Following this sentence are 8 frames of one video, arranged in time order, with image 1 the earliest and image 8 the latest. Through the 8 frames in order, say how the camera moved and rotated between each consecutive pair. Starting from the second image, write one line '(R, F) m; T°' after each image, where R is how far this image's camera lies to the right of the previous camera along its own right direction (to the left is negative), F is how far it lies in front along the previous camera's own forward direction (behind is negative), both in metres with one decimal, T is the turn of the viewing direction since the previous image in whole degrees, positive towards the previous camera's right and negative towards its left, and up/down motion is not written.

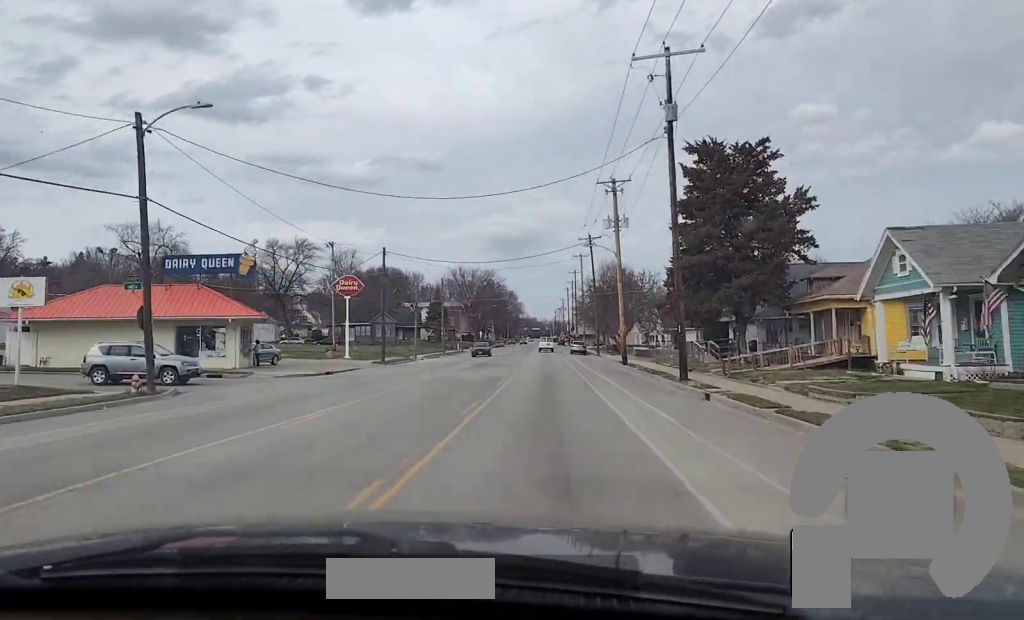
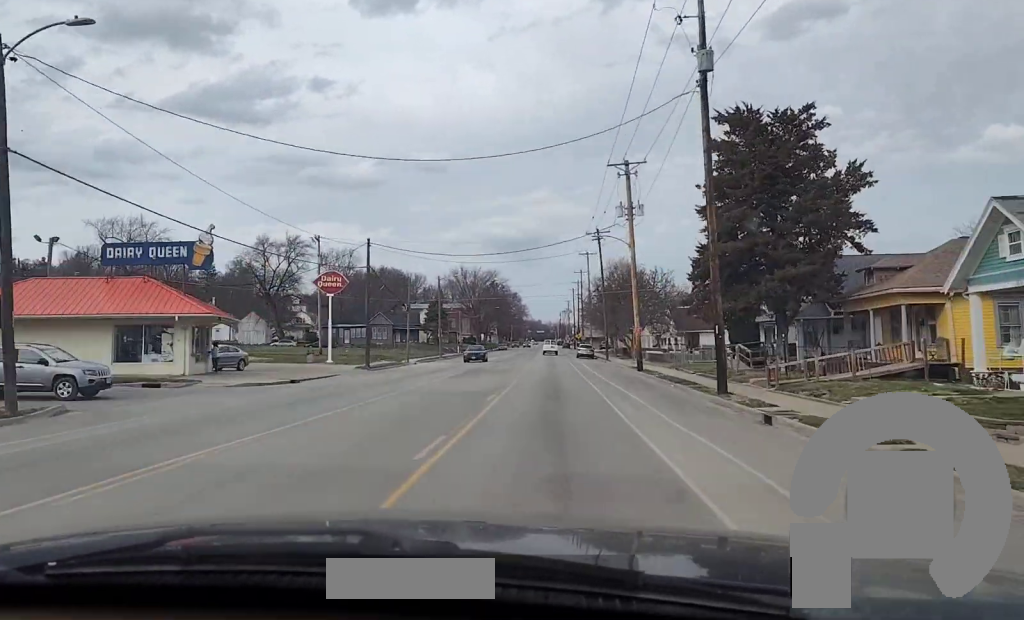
(0.0, +7.2) m; 0°
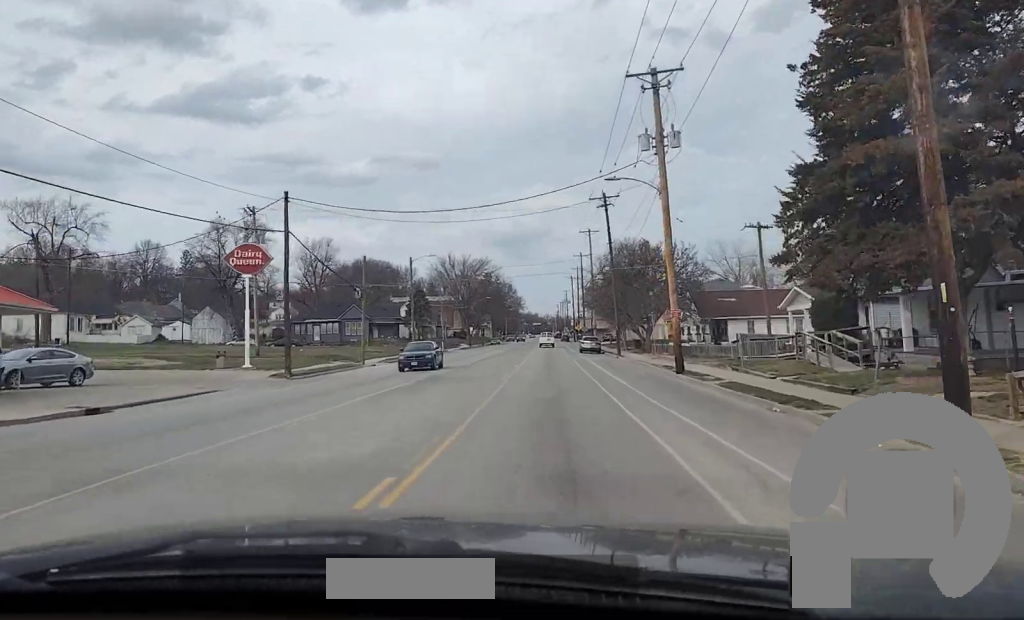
(-0.1, +17.3) m; 0°
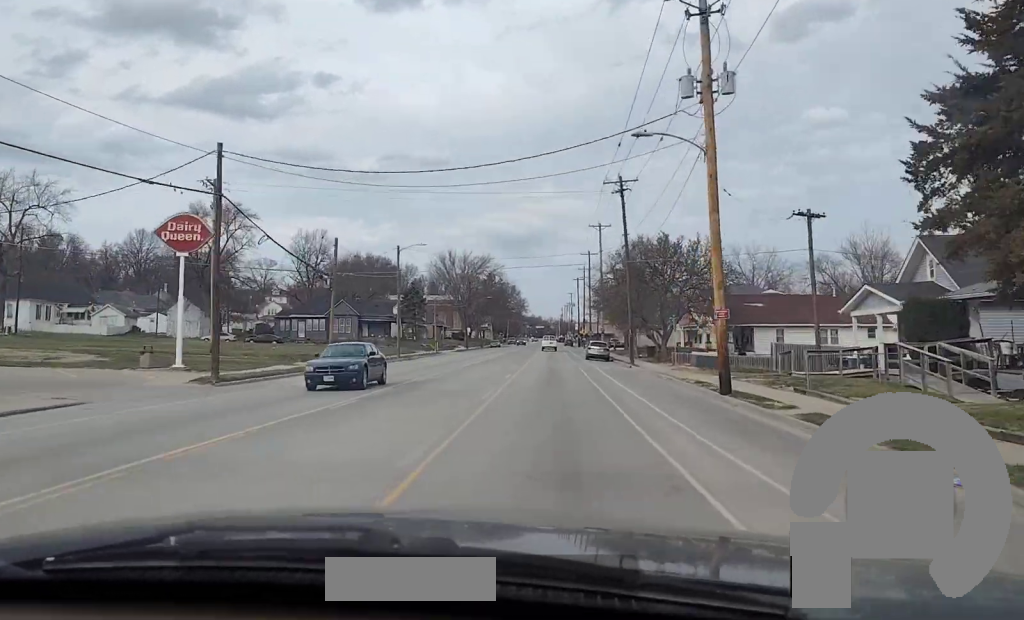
(0.0, +8.4) m; 0°
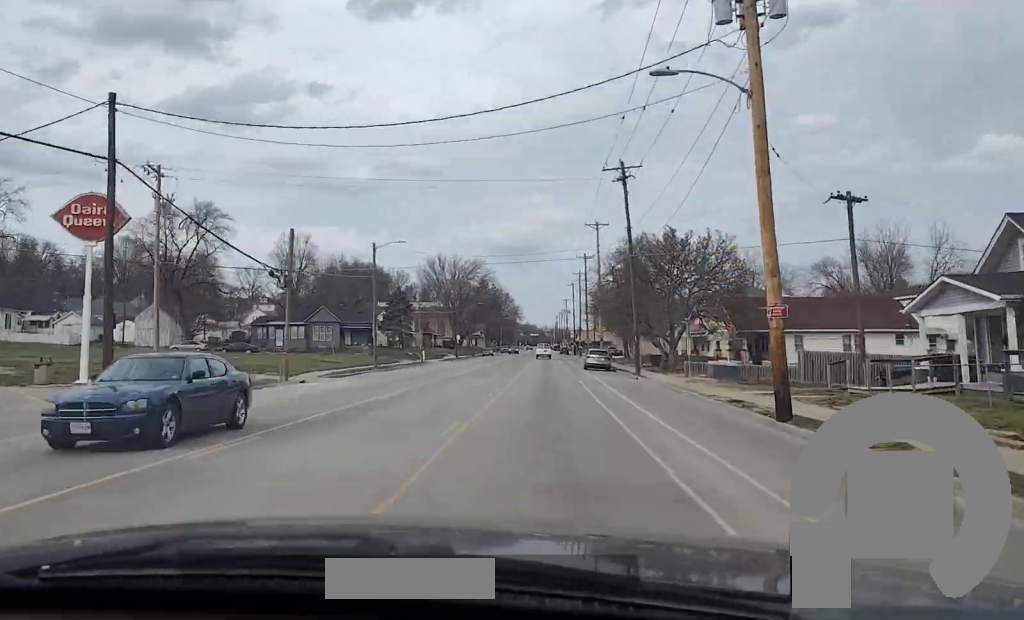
(0.0, +7.3) m; 0°
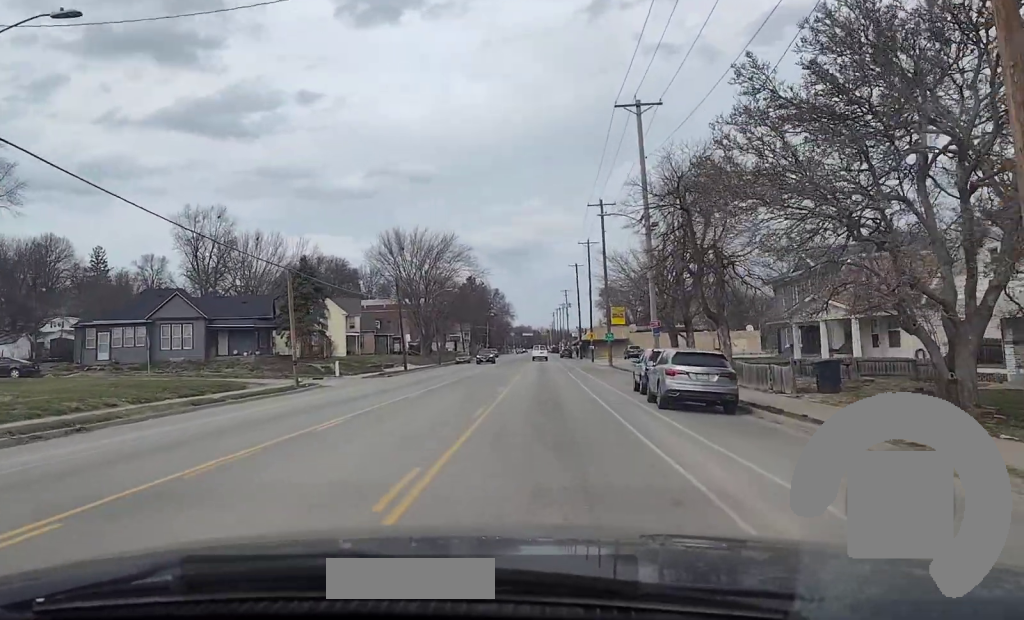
(0.0, +43.2) m; 0°
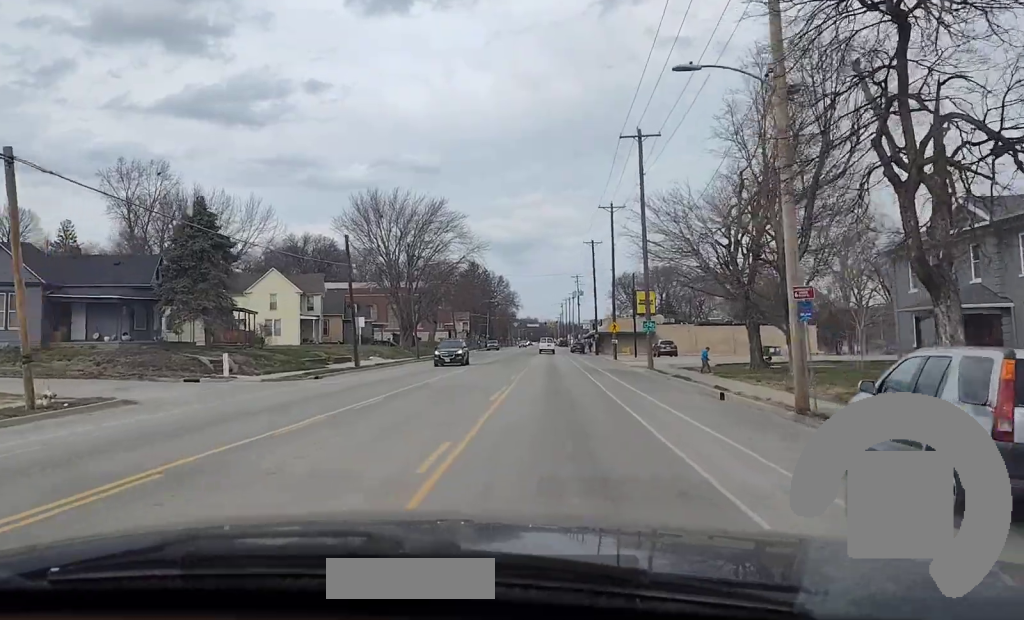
(0.0, +22.9) m; 0°
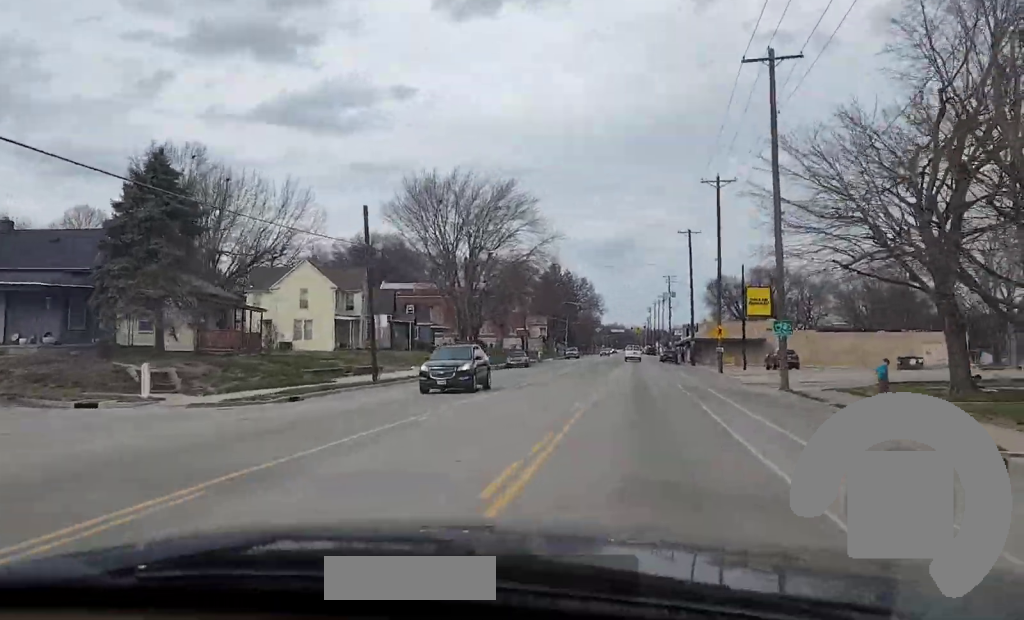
(0.0, +12.8) m; 0°
